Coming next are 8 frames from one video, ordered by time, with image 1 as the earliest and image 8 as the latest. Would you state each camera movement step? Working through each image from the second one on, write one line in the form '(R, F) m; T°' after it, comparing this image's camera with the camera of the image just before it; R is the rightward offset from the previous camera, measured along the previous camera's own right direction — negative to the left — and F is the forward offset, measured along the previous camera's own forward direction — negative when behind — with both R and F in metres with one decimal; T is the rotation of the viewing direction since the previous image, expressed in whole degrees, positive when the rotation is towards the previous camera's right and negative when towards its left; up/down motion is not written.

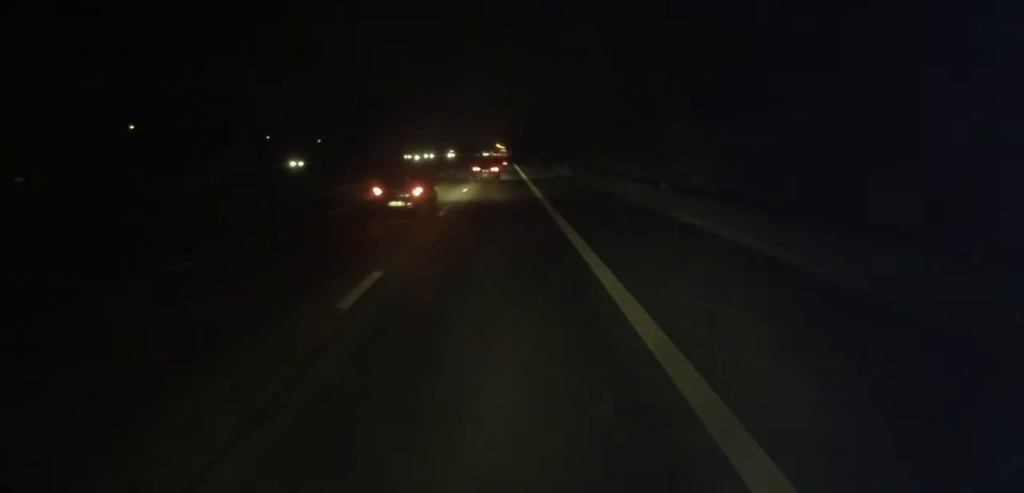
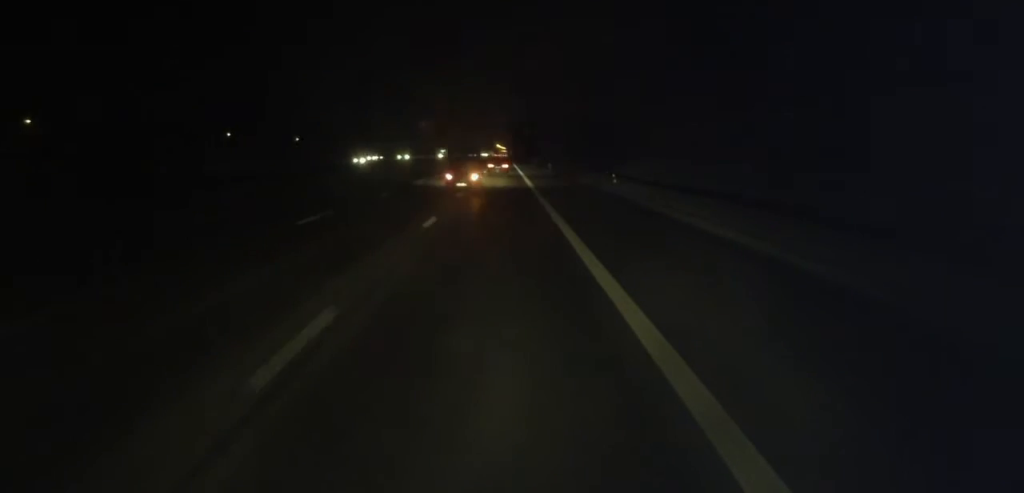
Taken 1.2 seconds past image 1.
(+0.1, +28.0) m; +1°
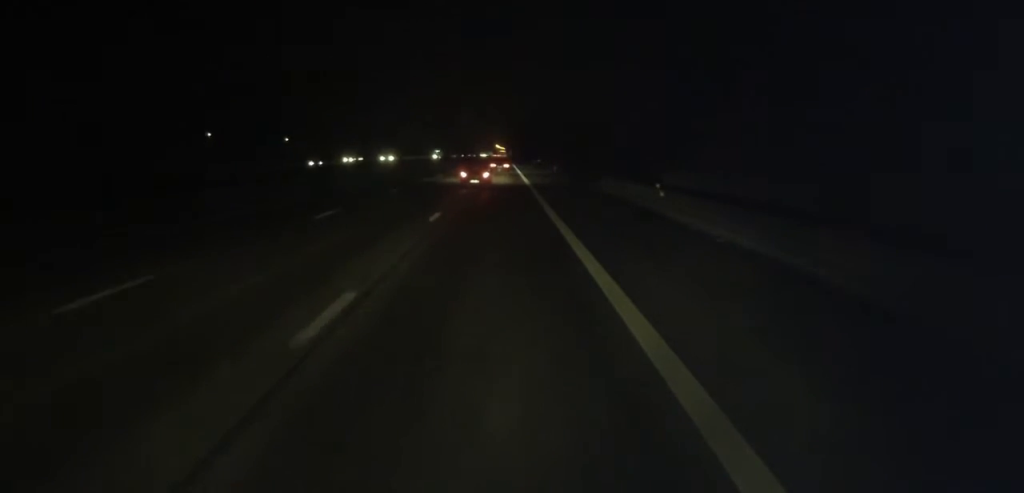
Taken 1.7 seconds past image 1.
(+0.2, +10.9) m; 0°
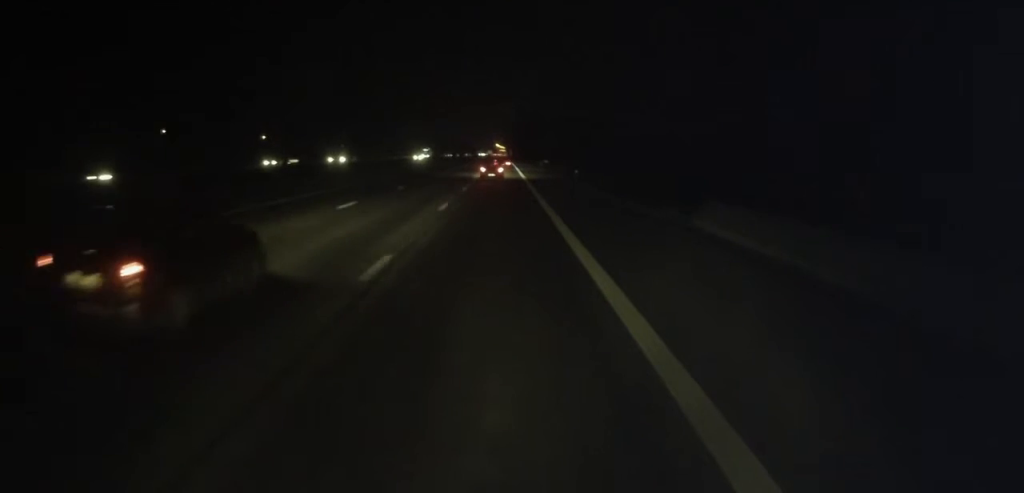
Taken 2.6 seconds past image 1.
(-0.2, +21.9) m; -1°
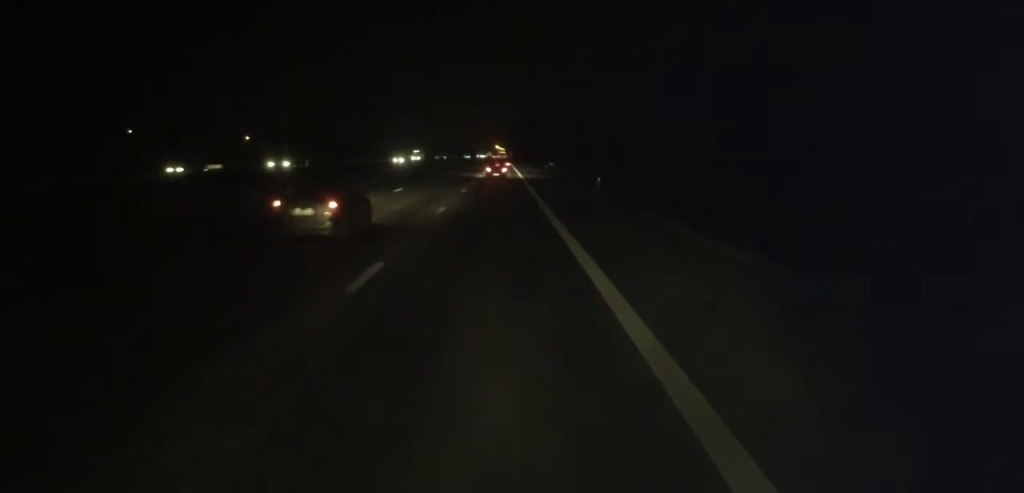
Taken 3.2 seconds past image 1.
(-0.1, +13.3) m; 0°
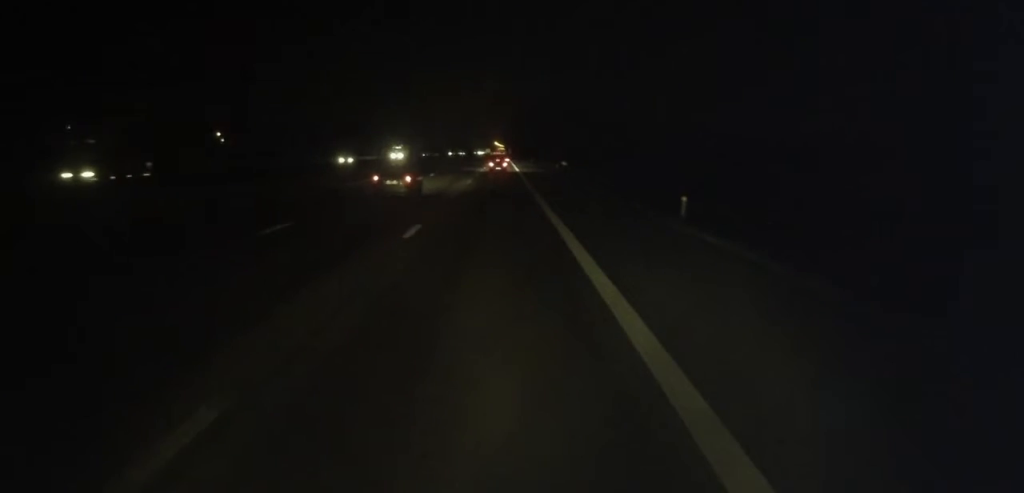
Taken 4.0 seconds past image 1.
(-0.1, +19.5) m; +1°
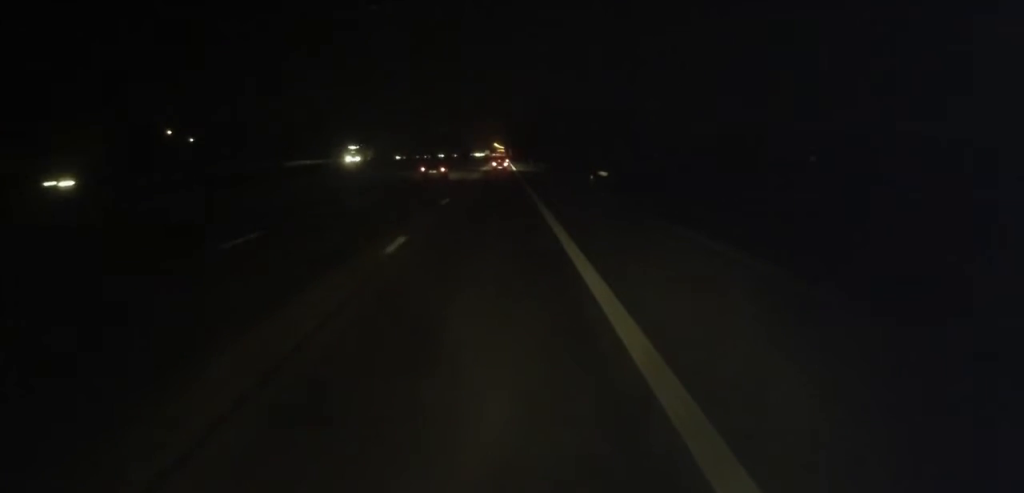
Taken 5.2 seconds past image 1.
(+0.1, +27.3) m; -1°
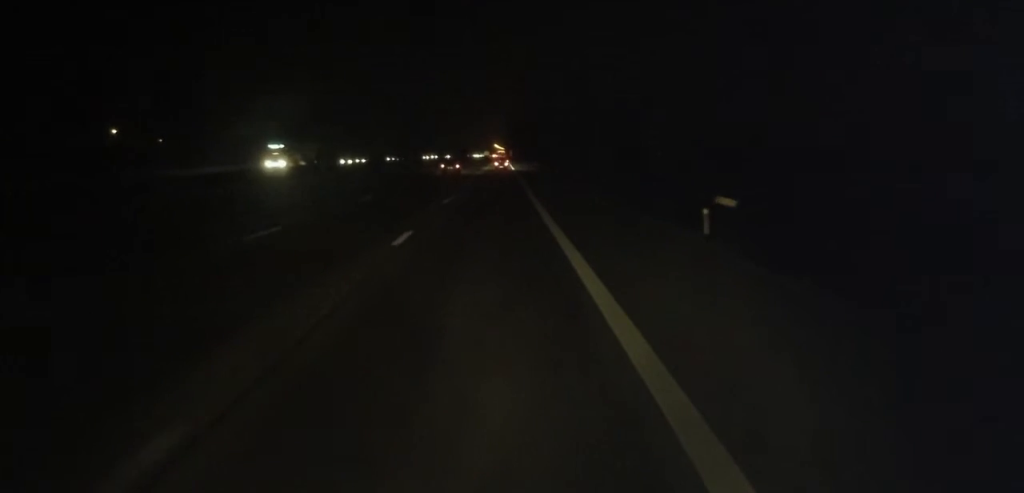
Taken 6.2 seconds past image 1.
(-0.4, +23.5) m; +1°
